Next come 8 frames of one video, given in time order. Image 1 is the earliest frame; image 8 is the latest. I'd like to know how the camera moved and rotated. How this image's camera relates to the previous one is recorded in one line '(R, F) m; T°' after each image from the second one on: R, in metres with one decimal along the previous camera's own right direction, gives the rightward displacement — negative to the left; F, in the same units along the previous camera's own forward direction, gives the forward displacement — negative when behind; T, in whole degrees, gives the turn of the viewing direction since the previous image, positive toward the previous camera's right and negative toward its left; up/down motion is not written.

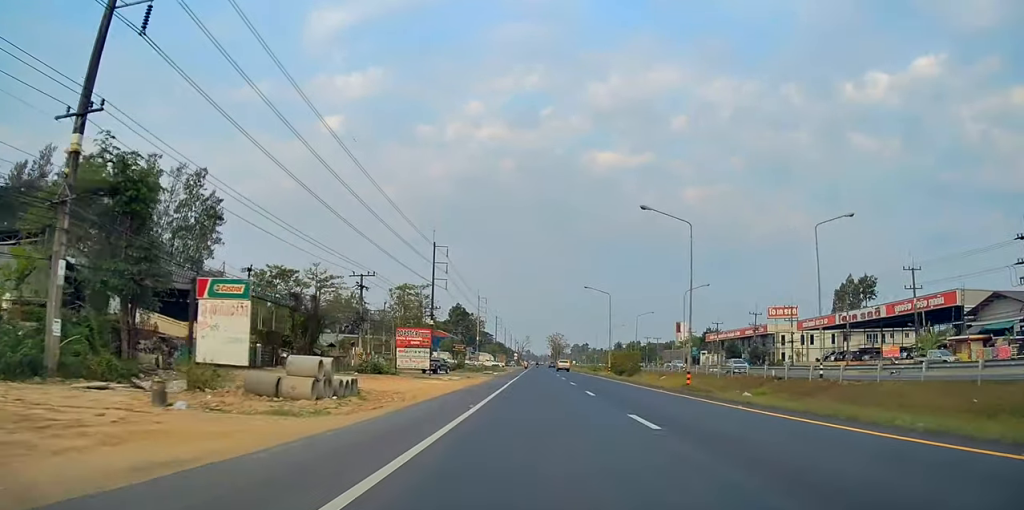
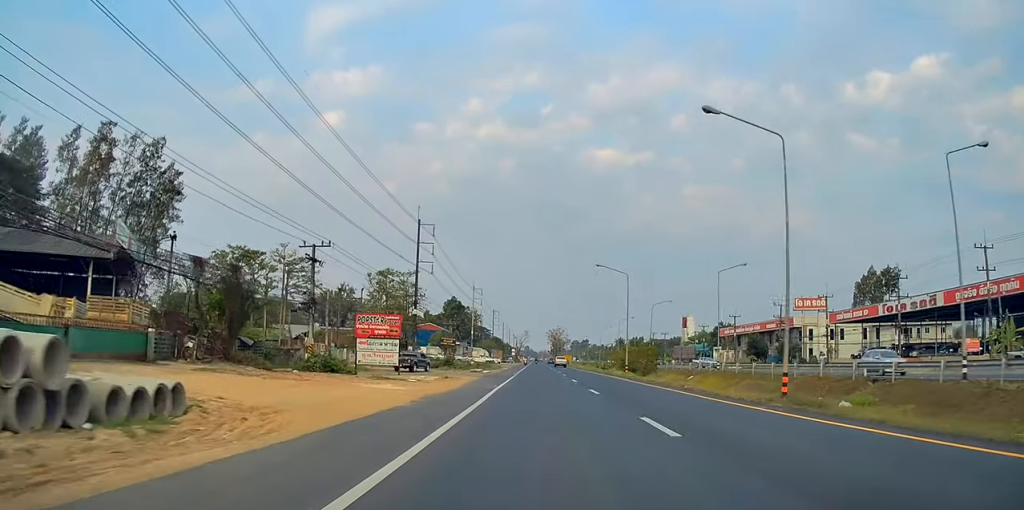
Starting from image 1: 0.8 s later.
(0.0, +13.9) m; 0°
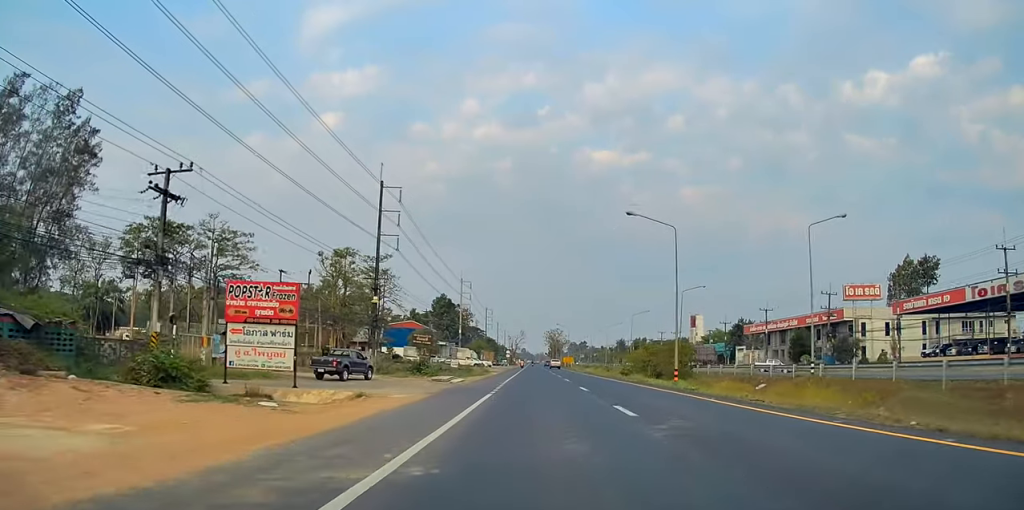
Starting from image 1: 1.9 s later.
(0.0, +20.4) m; 0°
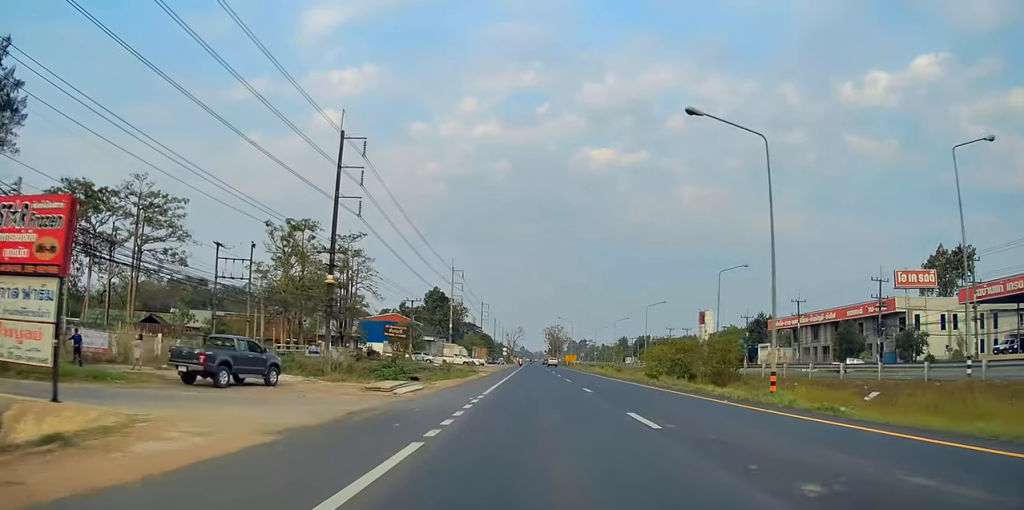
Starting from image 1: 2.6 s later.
(0.0, +14.9) m; +1°
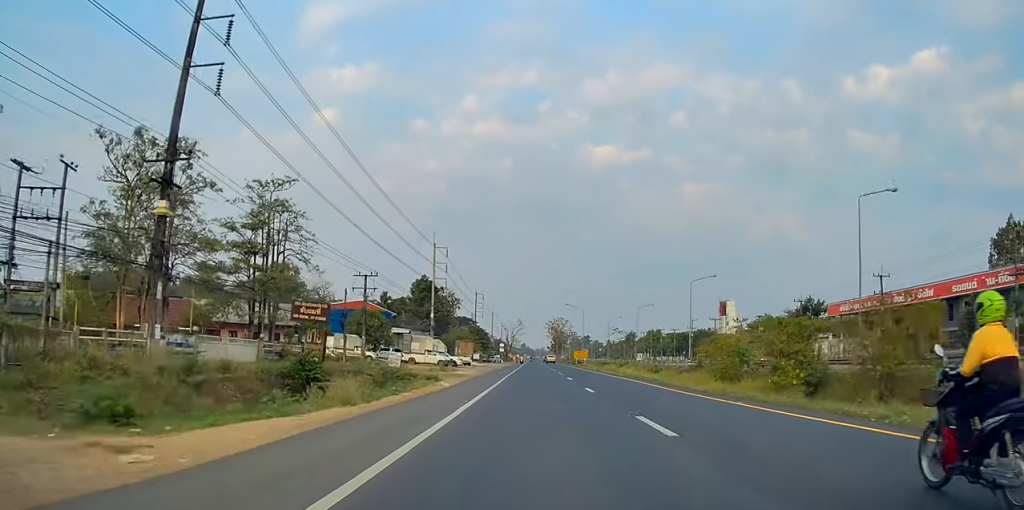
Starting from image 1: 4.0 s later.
(+0.2, +25.6) m; 0°
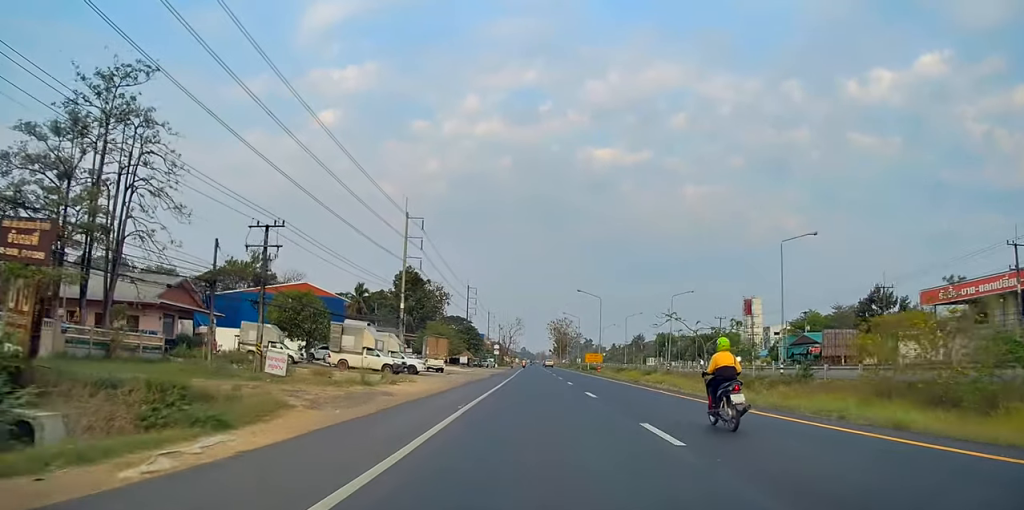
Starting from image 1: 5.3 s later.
(-0.1, +24.8) m; -1°
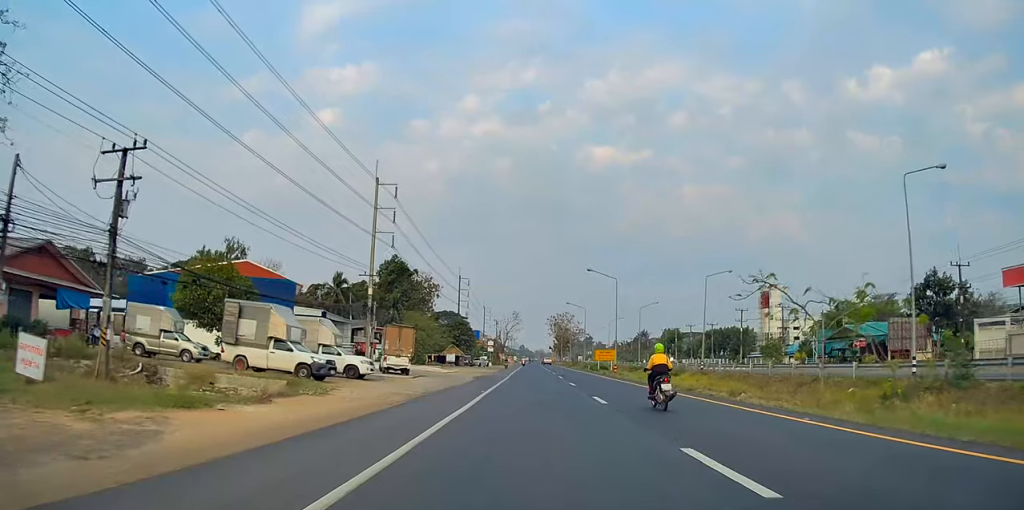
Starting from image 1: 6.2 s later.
(-0.1, +15.8) m; -1°
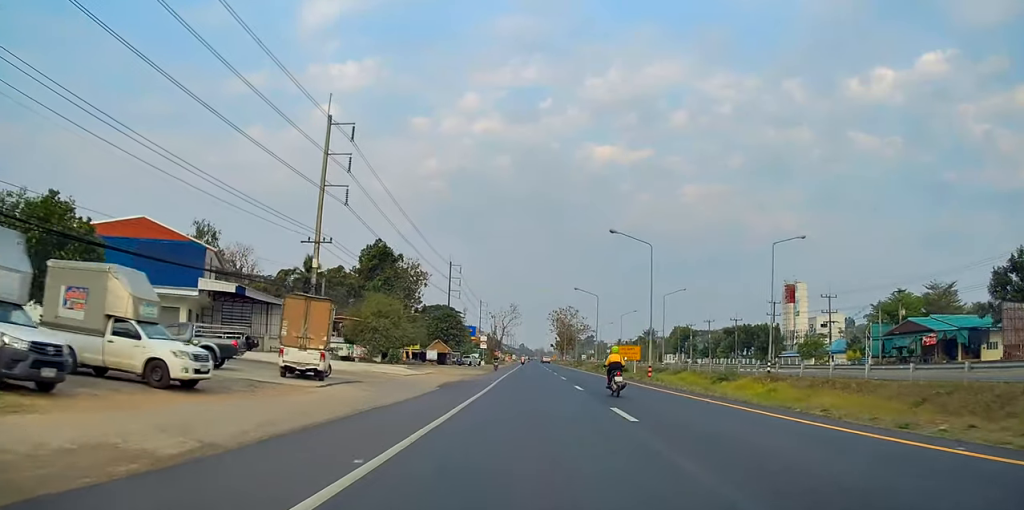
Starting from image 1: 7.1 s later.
(-0.1, +17.9) m; 0°
